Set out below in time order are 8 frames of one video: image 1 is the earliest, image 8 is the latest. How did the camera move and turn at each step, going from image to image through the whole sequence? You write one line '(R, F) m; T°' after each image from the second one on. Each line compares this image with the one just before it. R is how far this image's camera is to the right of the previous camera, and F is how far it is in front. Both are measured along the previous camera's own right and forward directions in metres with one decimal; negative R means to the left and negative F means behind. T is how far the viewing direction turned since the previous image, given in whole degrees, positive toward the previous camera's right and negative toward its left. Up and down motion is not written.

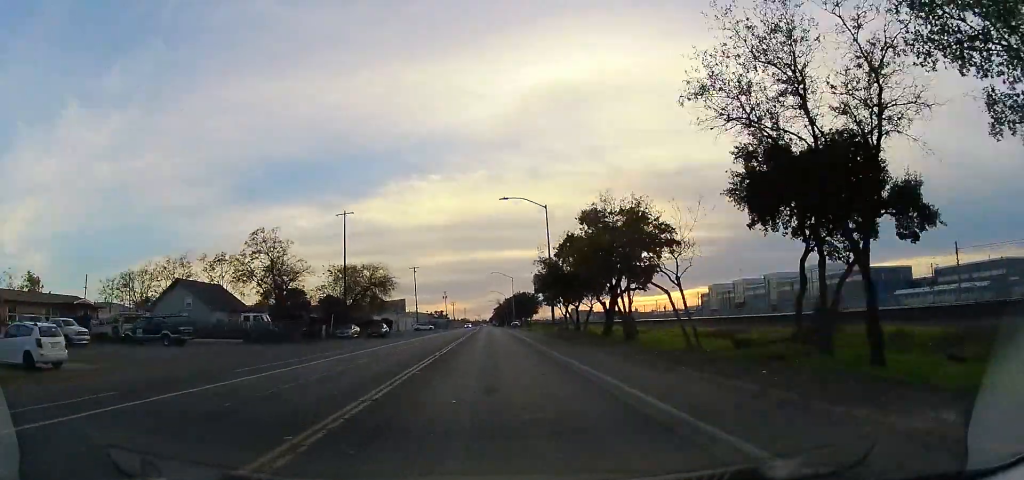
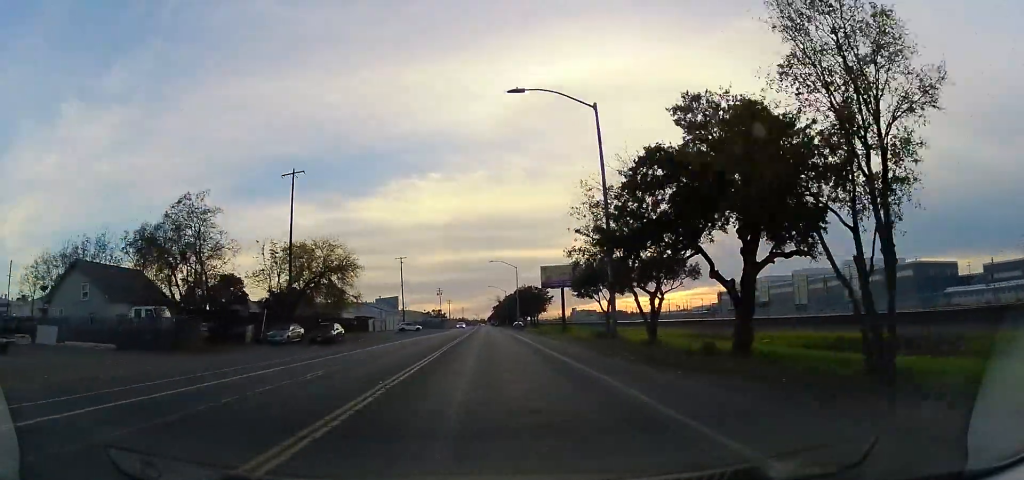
(-0.3, +17.6) m; 0°
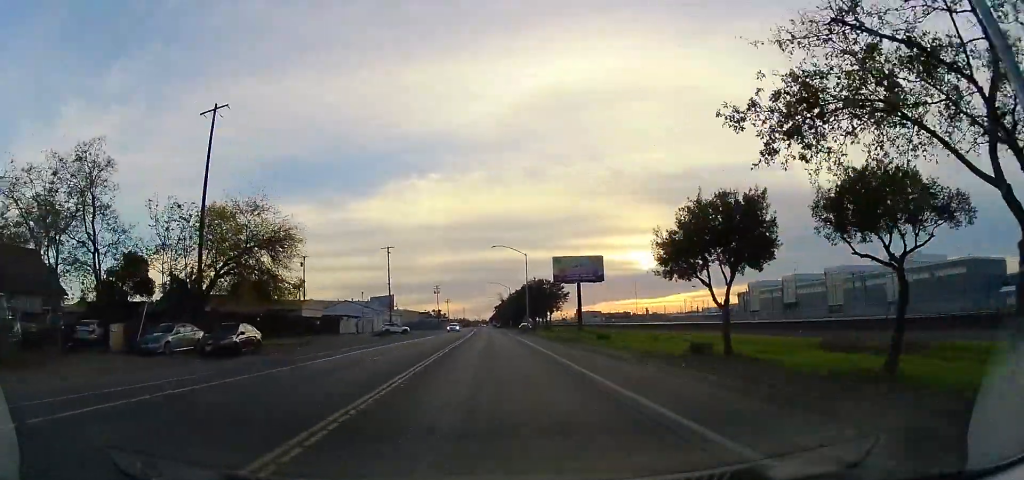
(+0.2, +15.8) m; -1°
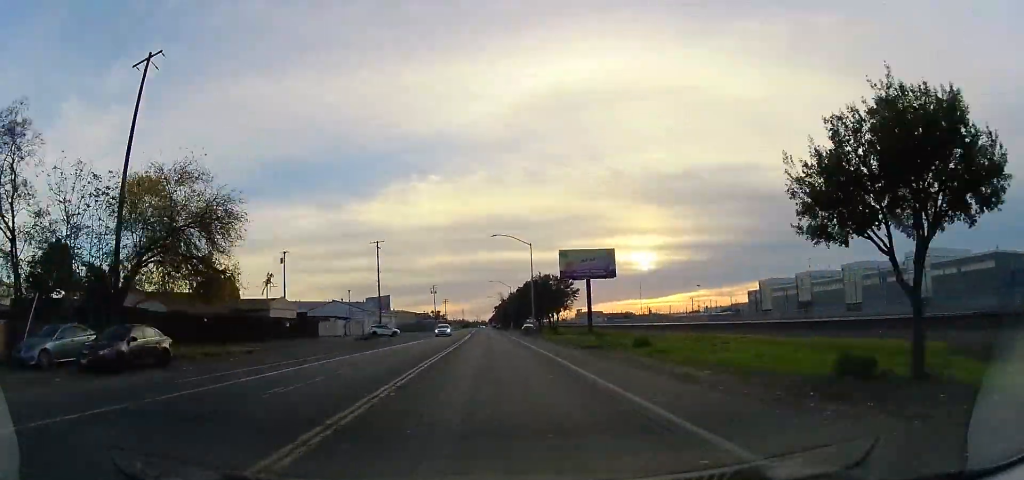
(-0.2, +8.1) m; 0°
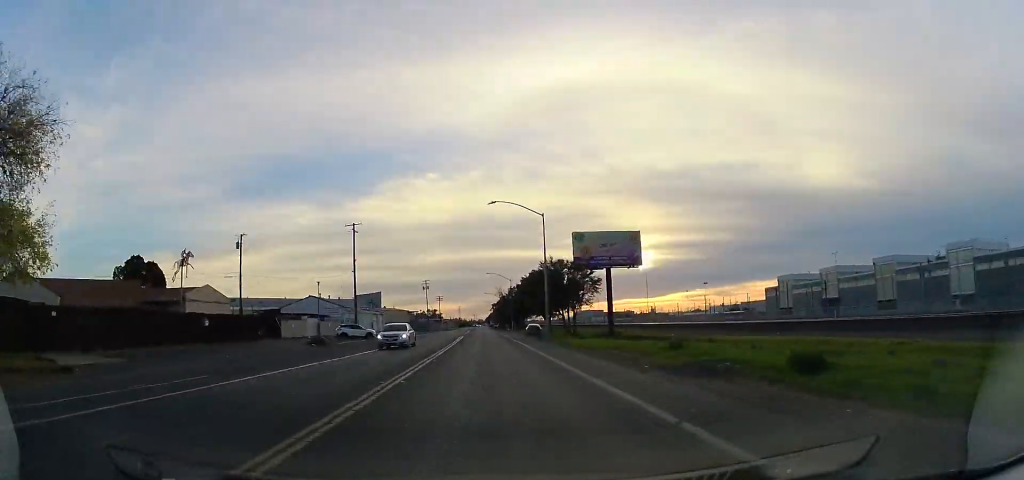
(-0.3, +13.5) m; +1°
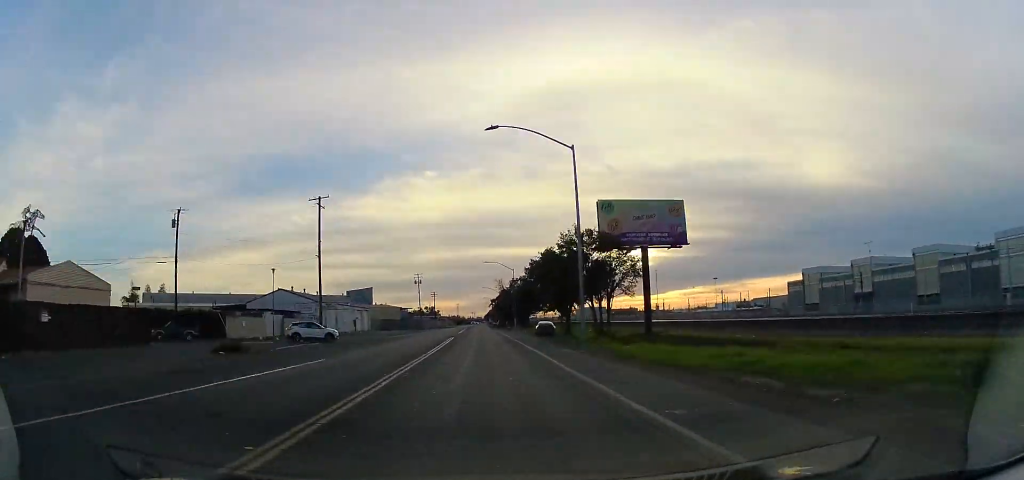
(+0.7, +13.9) m; +2°
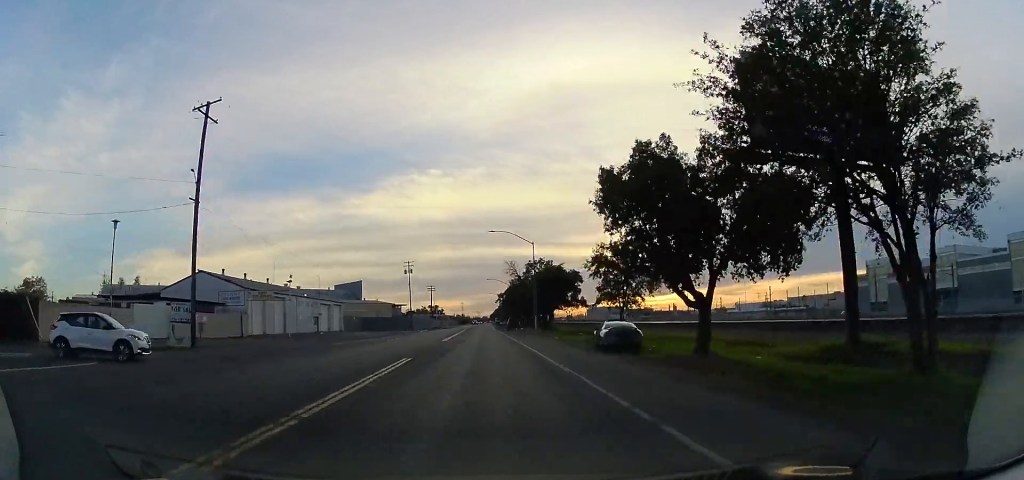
(-0.5, +25.5) m; -2°
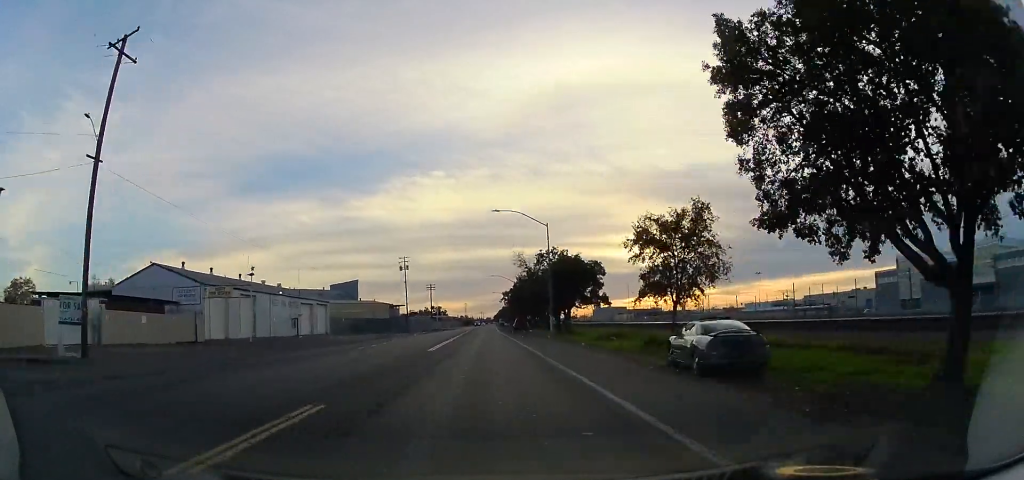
(0.0, +9.7) m; 0°
